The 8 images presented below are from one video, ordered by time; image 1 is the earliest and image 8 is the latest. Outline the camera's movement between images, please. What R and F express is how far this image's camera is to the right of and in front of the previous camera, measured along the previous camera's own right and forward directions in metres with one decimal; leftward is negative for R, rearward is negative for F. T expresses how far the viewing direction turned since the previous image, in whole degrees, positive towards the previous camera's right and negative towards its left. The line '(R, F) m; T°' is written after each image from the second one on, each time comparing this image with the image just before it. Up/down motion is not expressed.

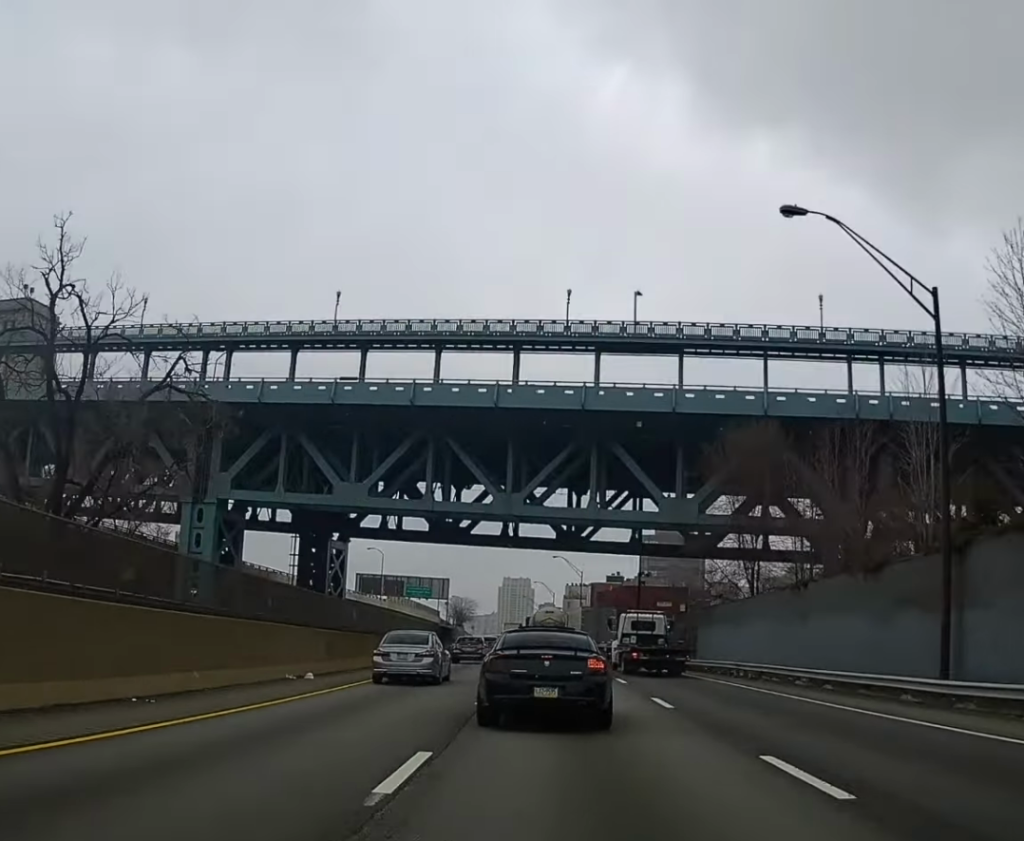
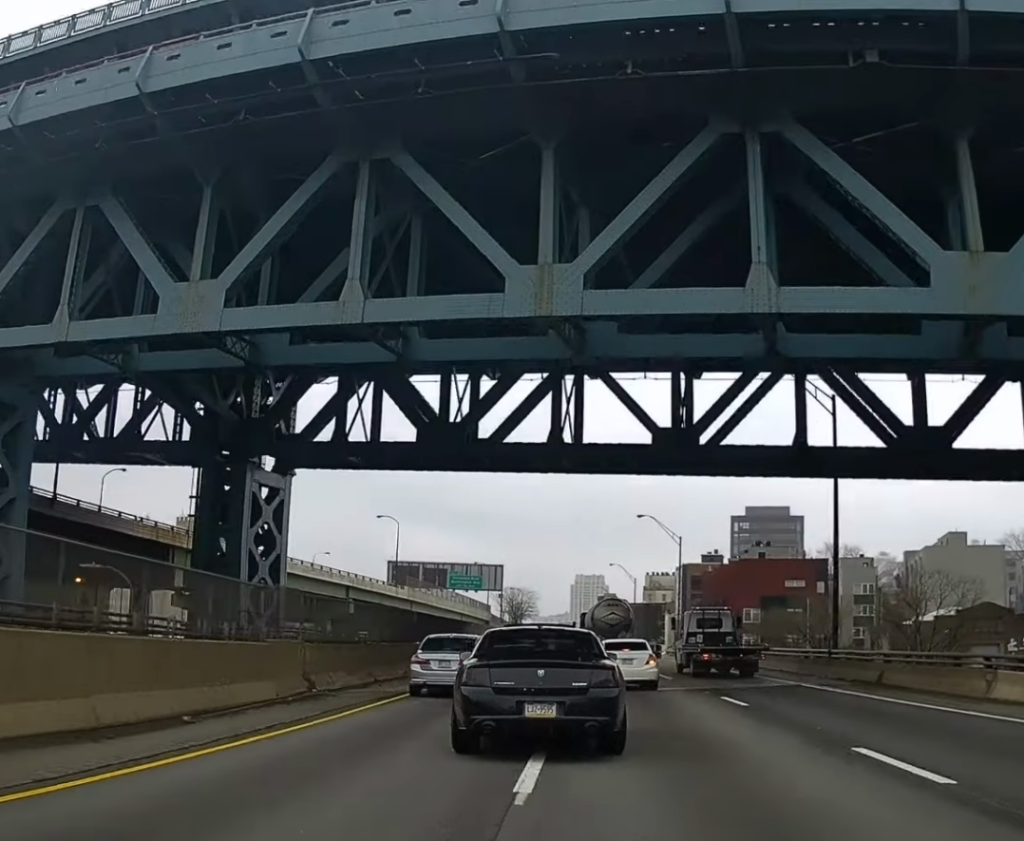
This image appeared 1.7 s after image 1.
(-1.0, +50.0) m; -2°
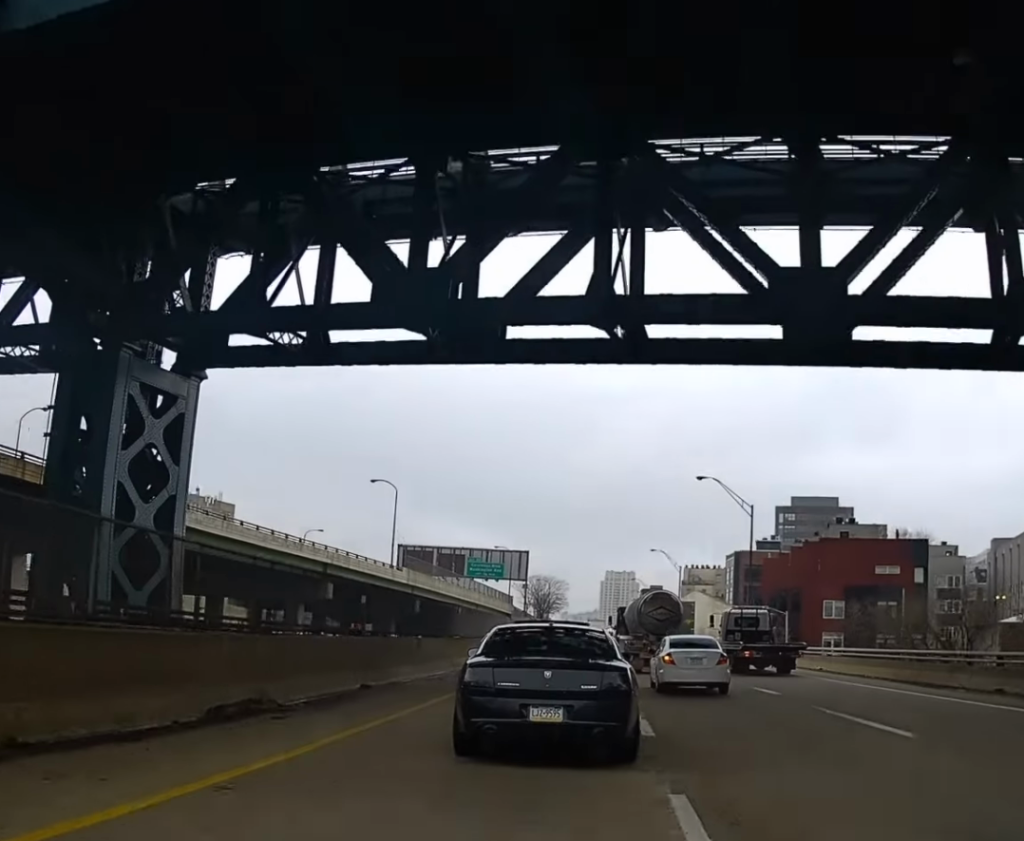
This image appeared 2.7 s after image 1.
(-0.3, +25.4) m; -1°
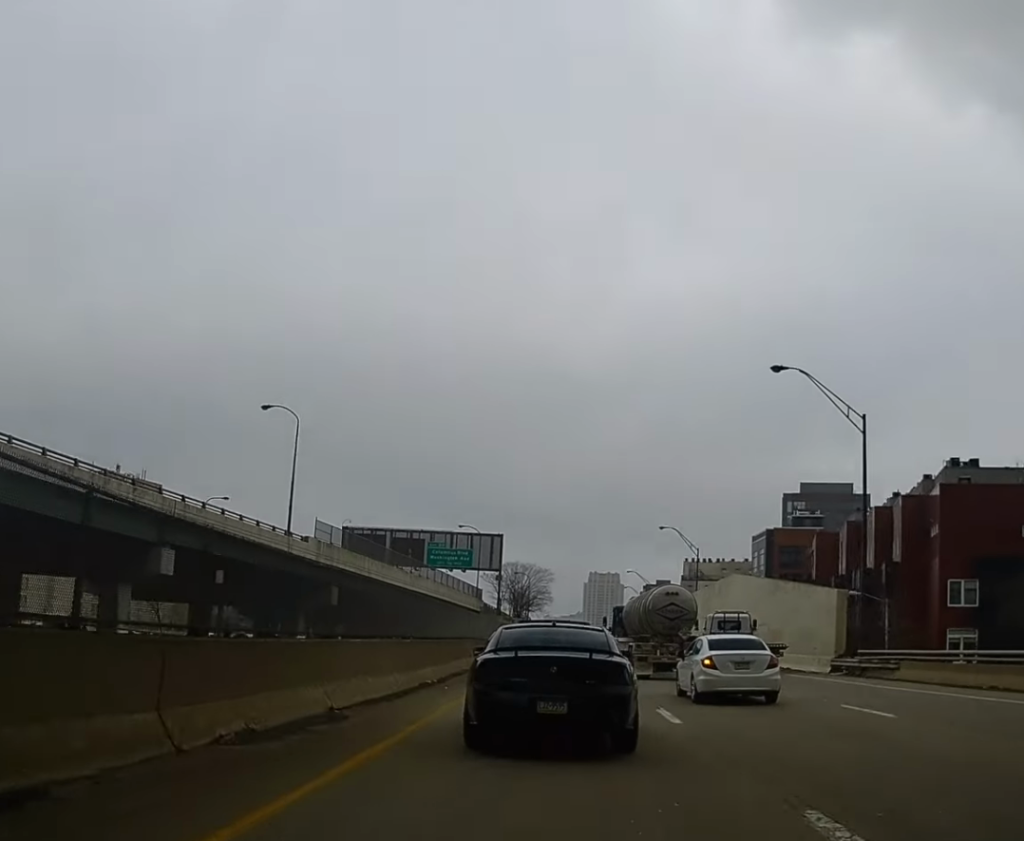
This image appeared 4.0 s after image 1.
(-0.3, +36.3) m; -1°
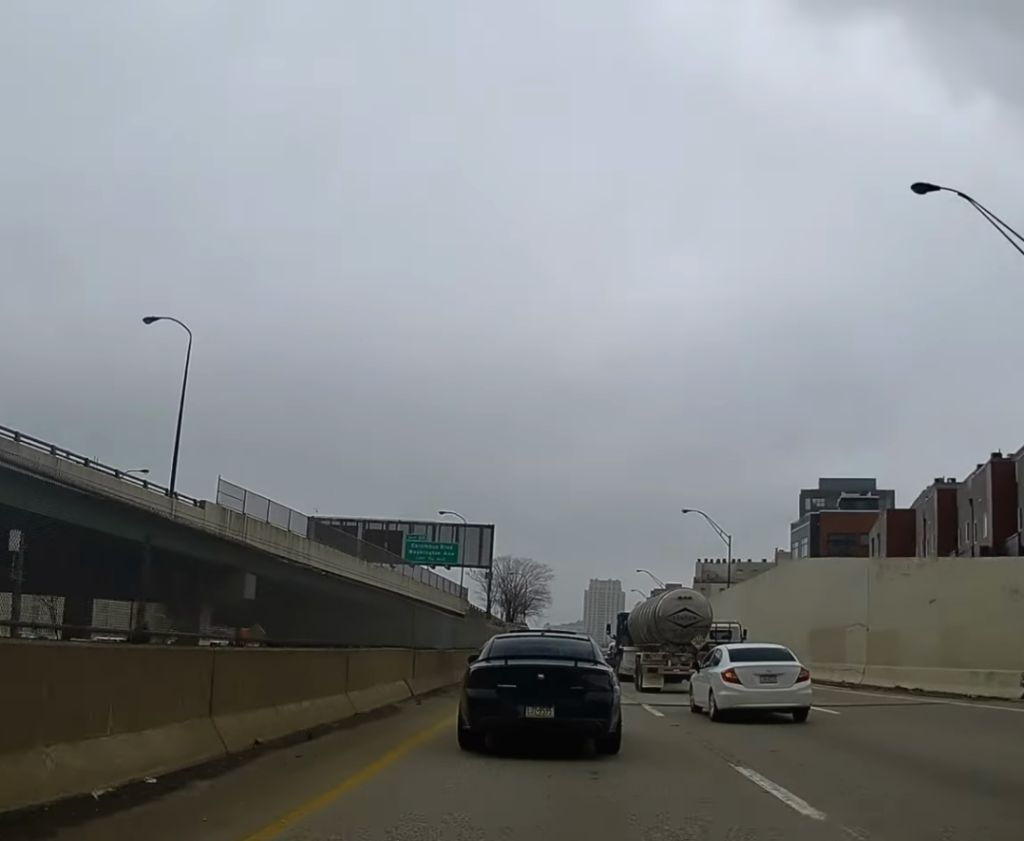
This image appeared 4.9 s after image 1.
(0.0, +21.1) m; -1°
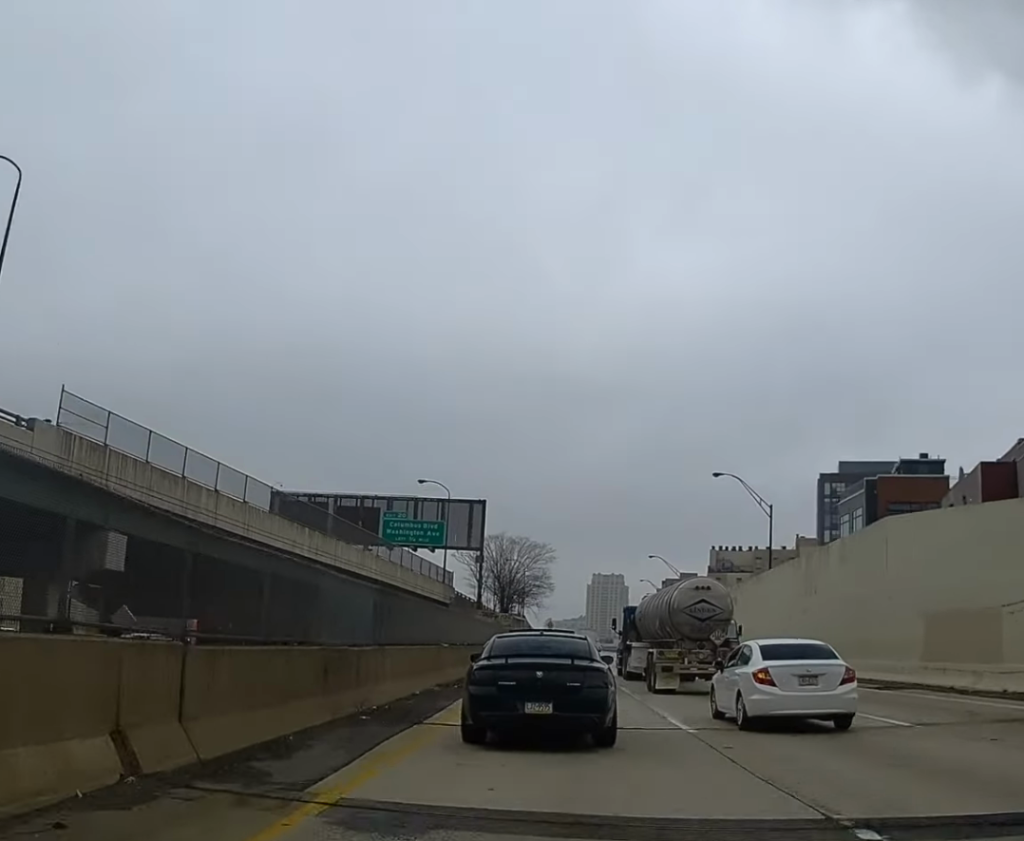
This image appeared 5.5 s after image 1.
(-0.1, +16.8) m; 0°
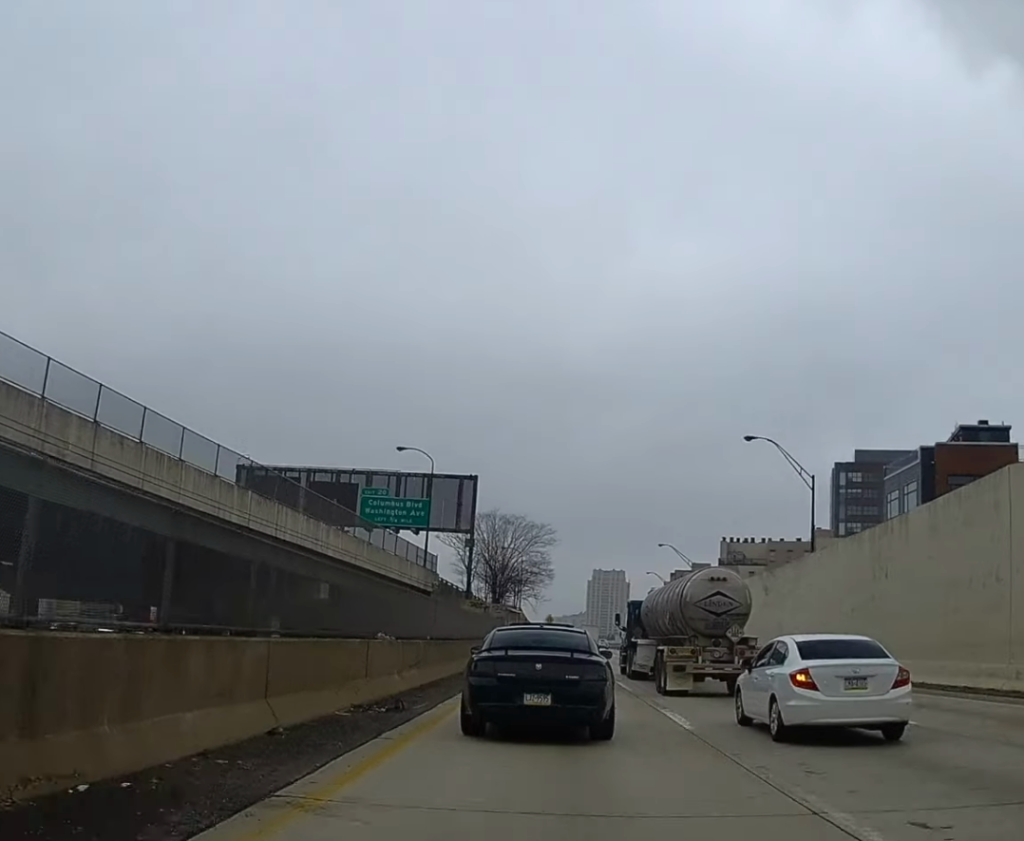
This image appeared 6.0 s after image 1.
(-0.1, +11.8) m; 0°
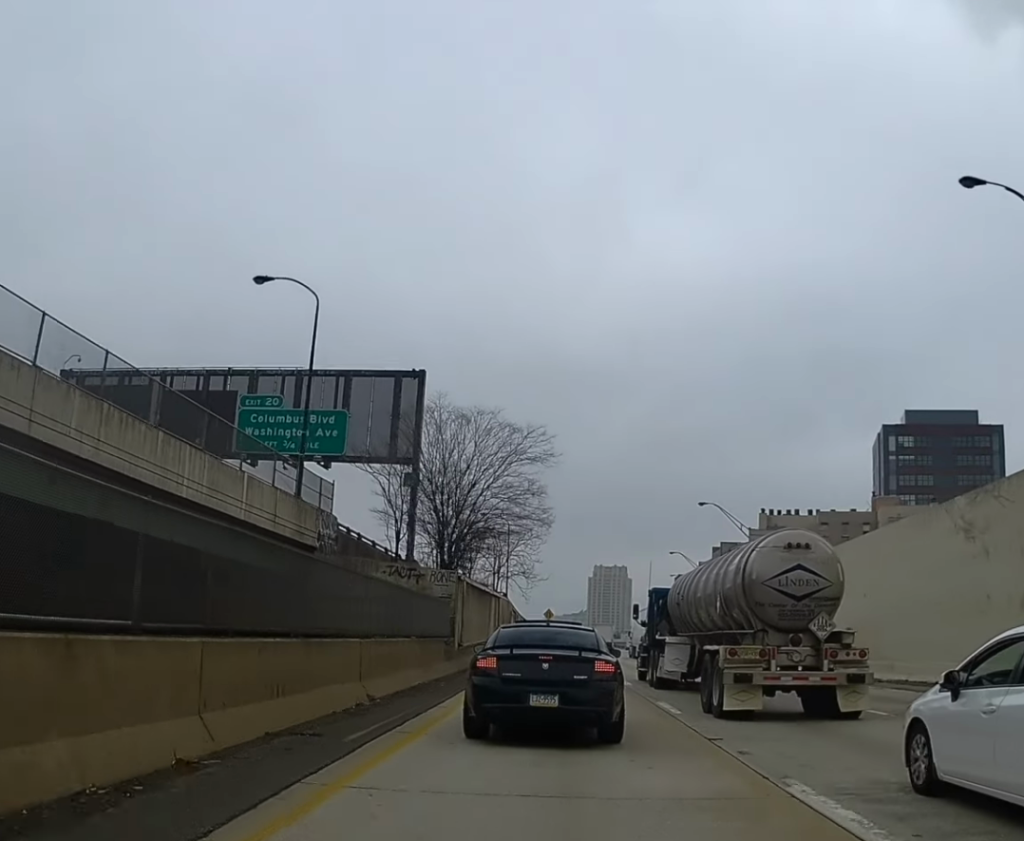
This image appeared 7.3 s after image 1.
(-0.1, +34.7) m; 0°
